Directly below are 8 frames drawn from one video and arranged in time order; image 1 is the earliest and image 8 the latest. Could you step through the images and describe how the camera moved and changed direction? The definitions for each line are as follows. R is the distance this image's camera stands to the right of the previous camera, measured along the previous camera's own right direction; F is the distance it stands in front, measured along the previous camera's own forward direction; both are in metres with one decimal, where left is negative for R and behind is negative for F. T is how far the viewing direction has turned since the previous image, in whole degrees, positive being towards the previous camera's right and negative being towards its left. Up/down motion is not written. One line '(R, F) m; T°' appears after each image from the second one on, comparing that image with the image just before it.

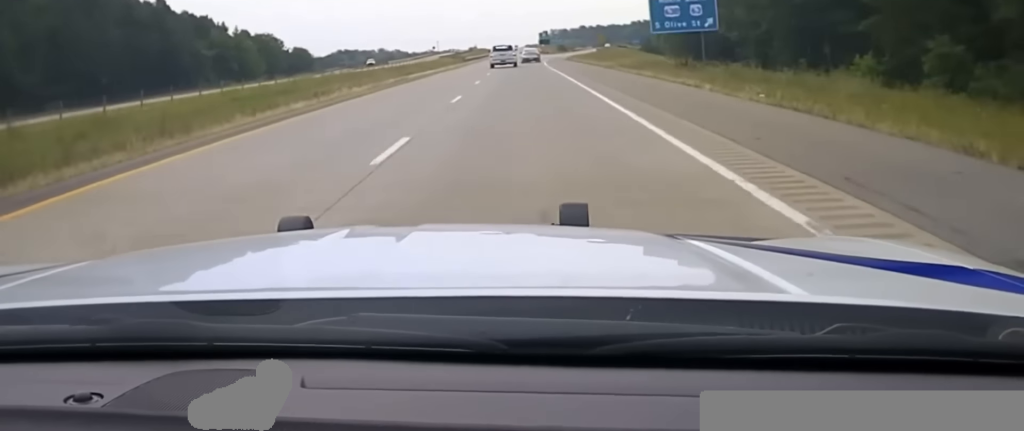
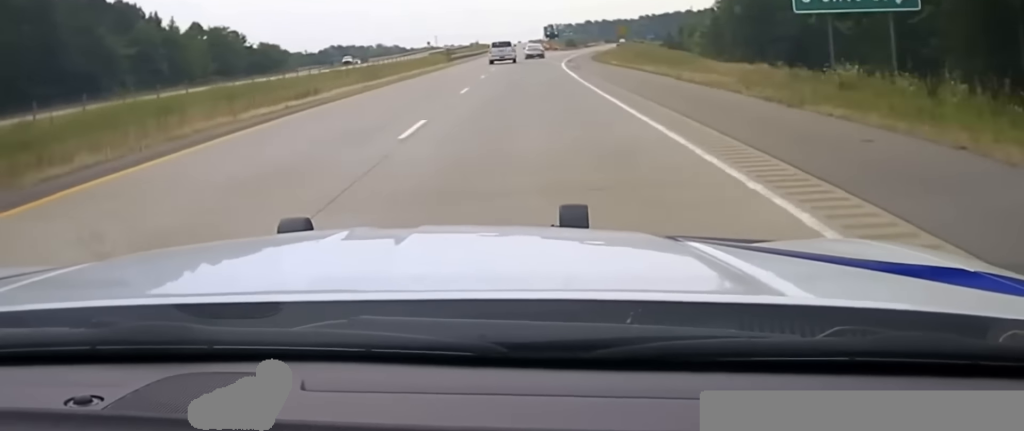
(0.0, +34.1) m; 0°
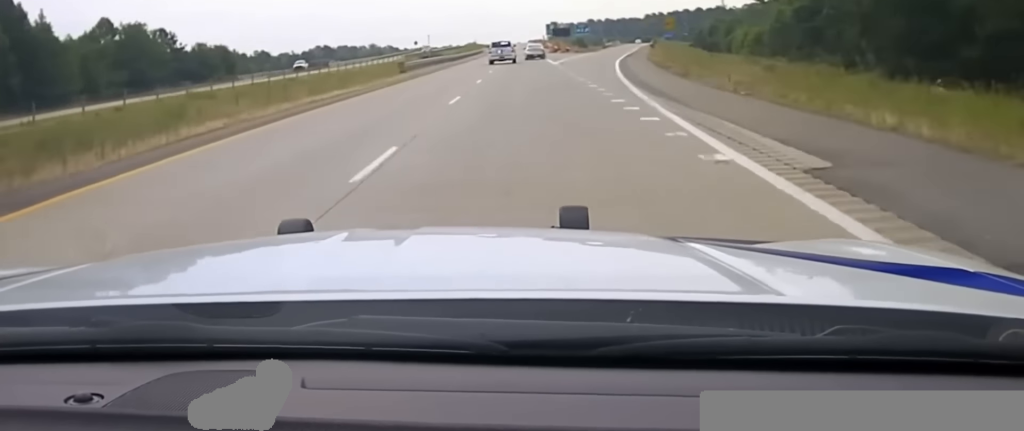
(0.0, +39.0) m; 0°
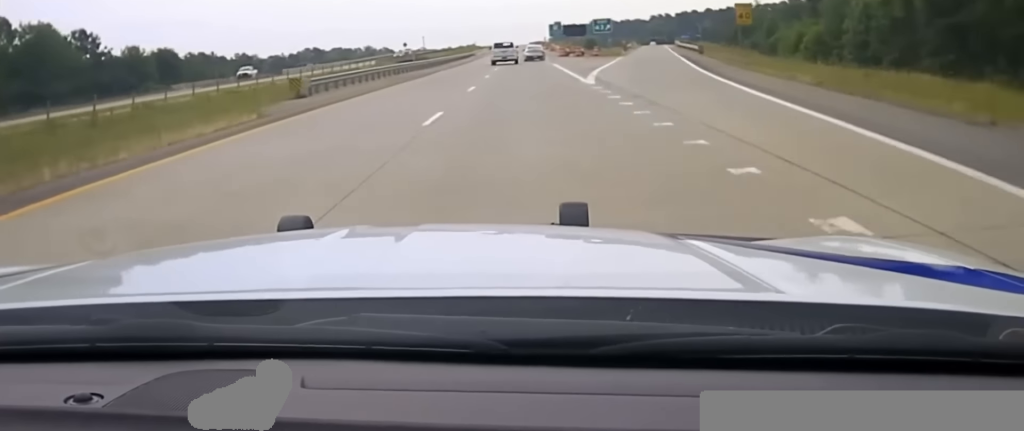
(0.0, +30.4) m; 0°
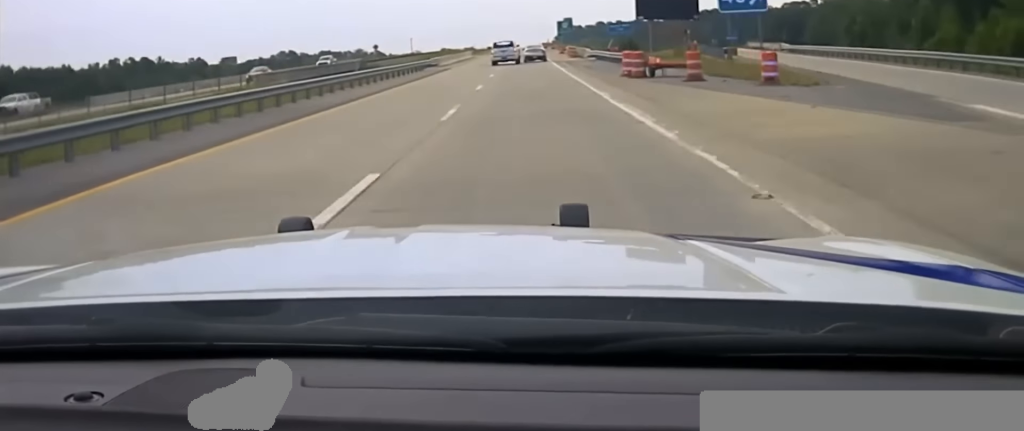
(0.0, +58.9) m; 0°
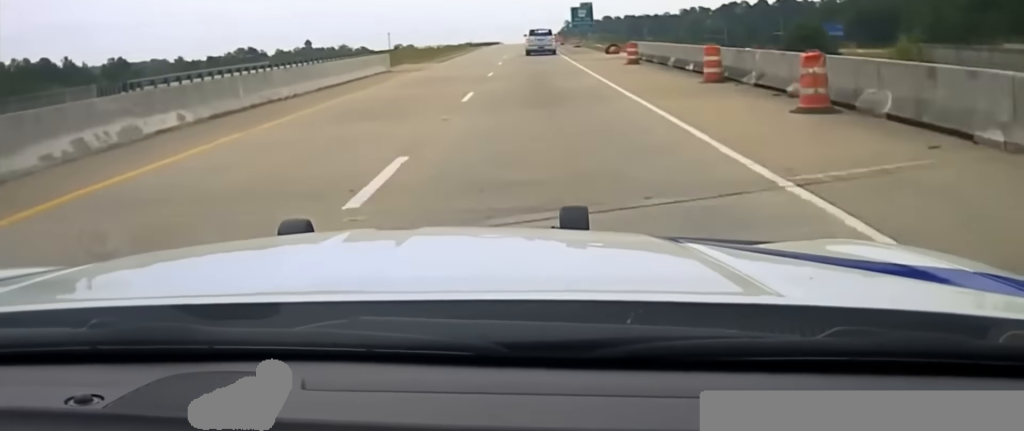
(0.0, +70.6) m; 0°
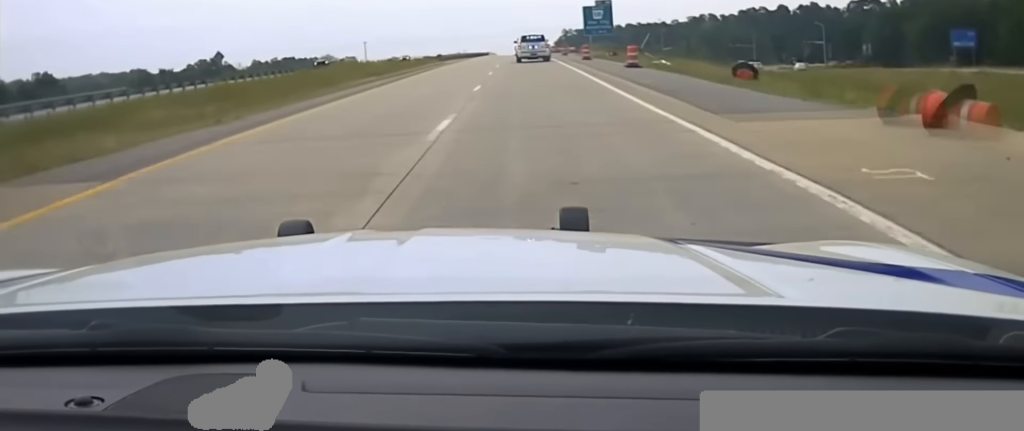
(+0.2, +43.8) m; 0°
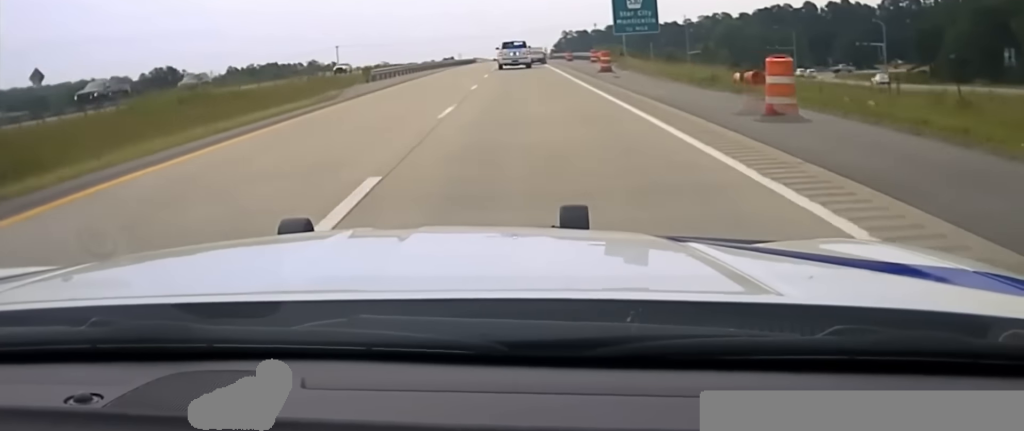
(0.0, +42.8) m; 0°
